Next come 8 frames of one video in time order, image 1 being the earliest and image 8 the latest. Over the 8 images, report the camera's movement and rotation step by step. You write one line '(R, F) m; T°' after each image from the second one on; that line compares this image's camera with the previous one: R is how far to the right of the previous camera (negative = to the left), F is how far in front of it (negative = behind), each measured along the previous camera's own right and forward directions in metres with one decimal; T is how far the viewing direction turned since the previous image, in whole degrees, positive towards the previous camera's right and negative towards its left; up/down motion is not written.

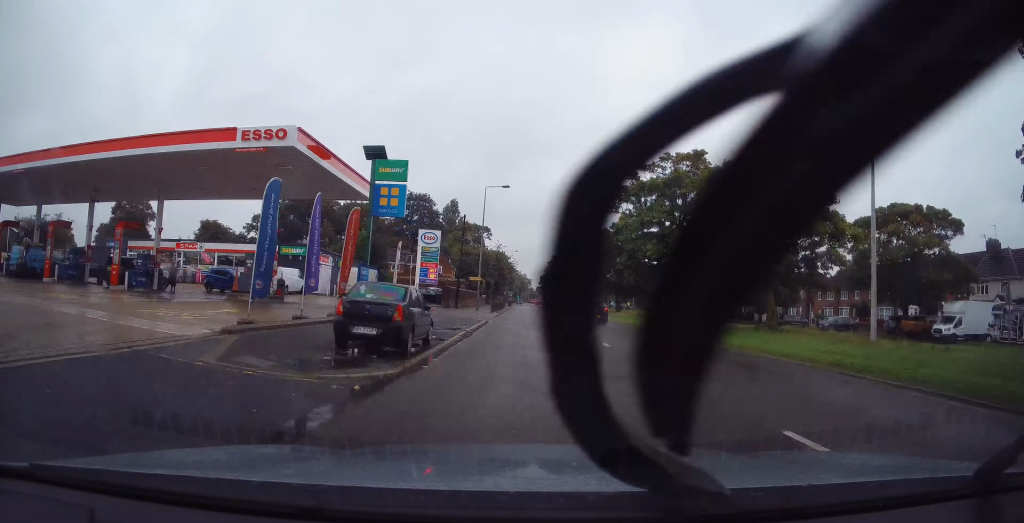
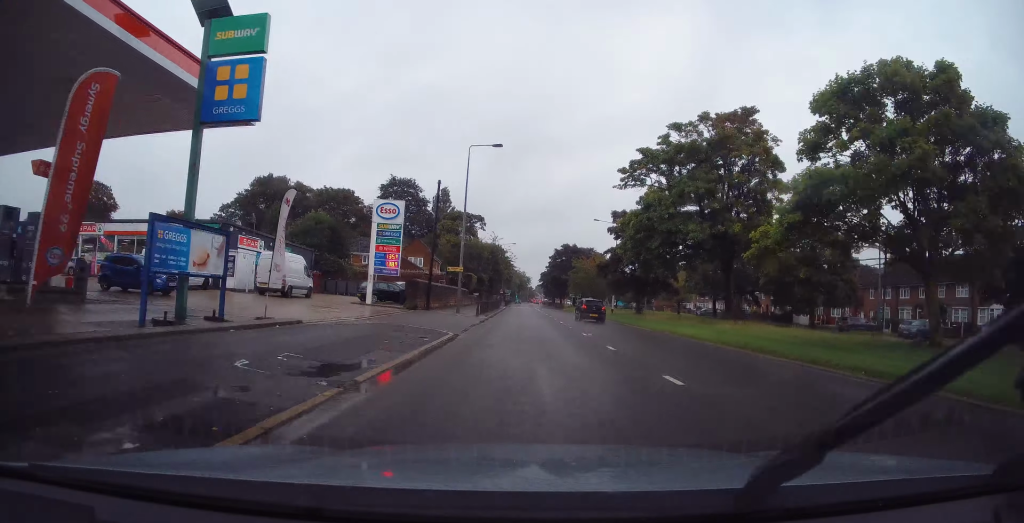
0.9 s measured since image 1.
(-0.3, +13.8) m; +1°
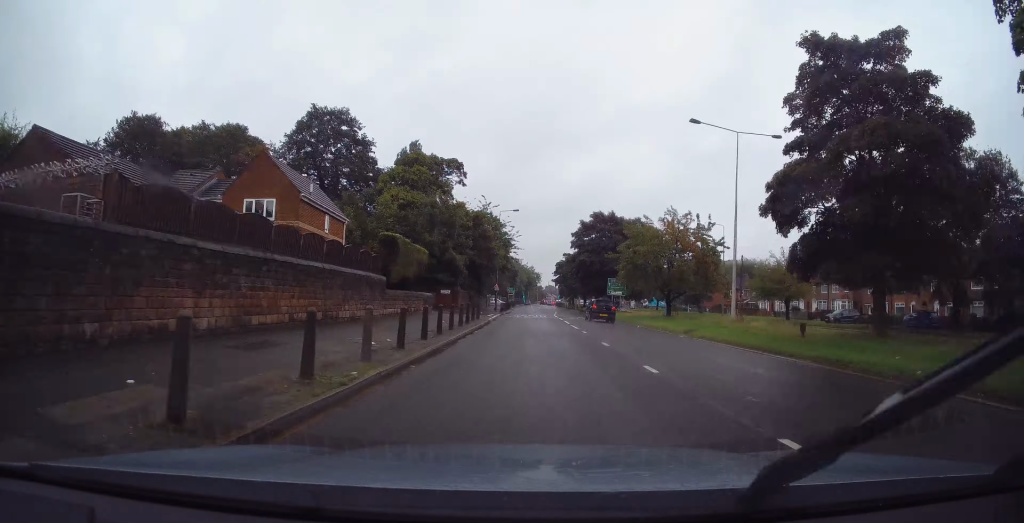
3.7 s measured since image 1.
(-0.6, +40.0) m; -2°
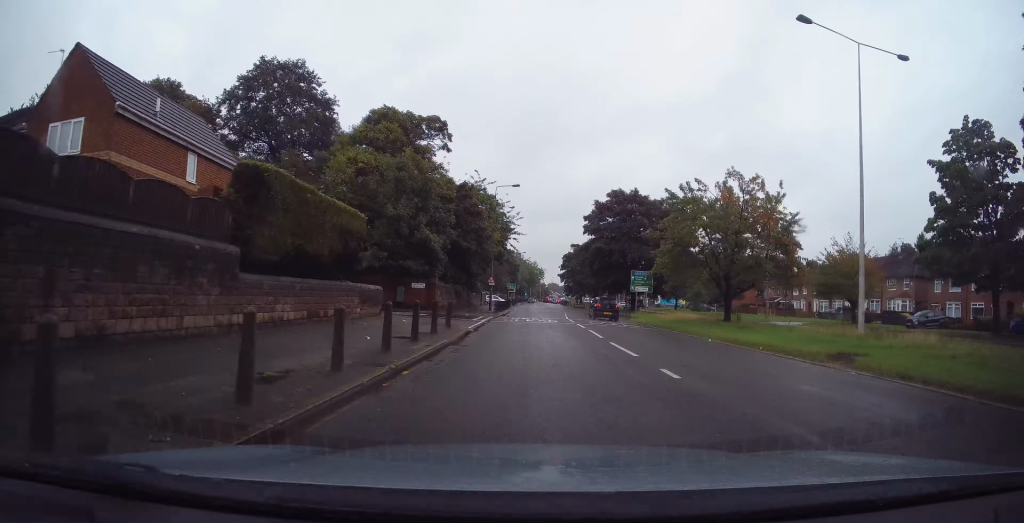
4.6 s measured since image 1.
(0.0, +13.2) m; 0°
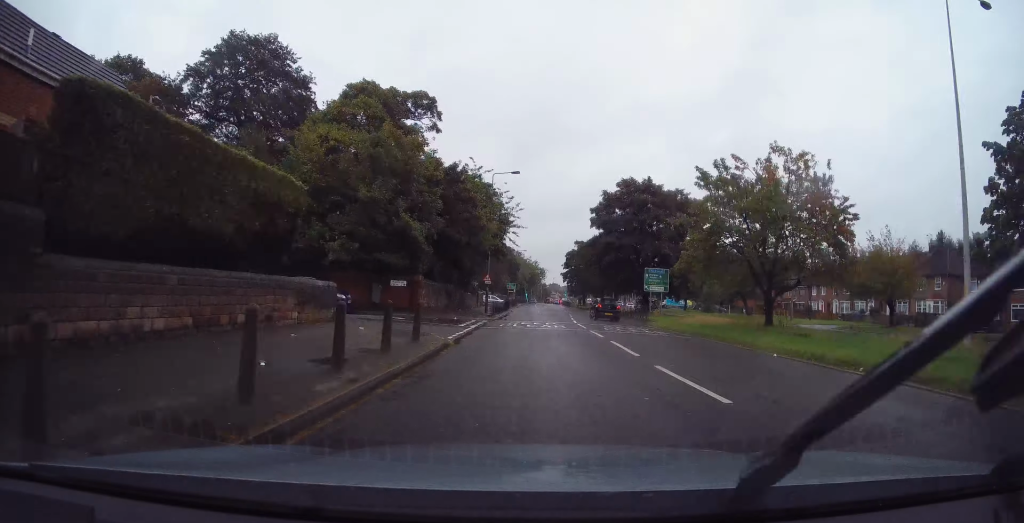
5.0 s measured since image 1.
(0.0, +5.8) m; 0°
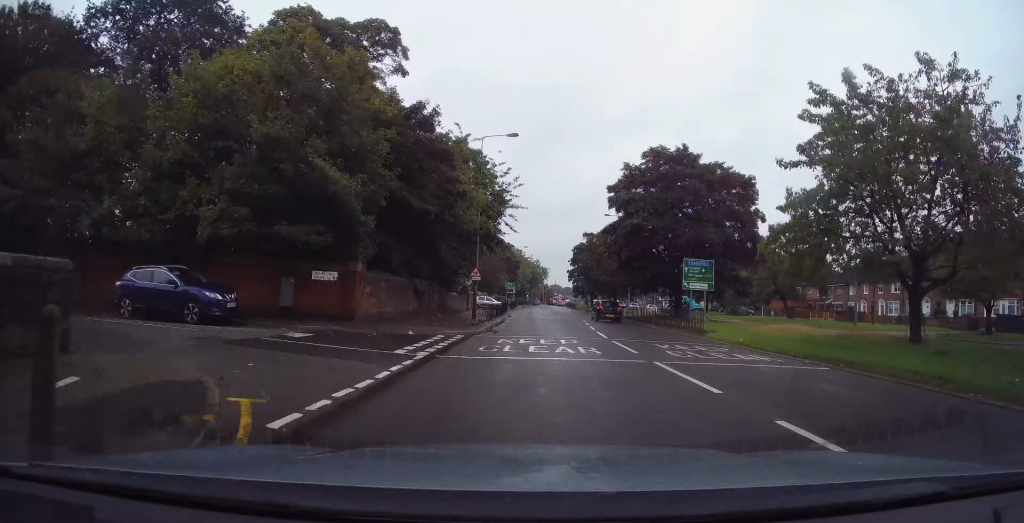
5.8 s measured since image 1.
(0.0, +11.6) m; +1°
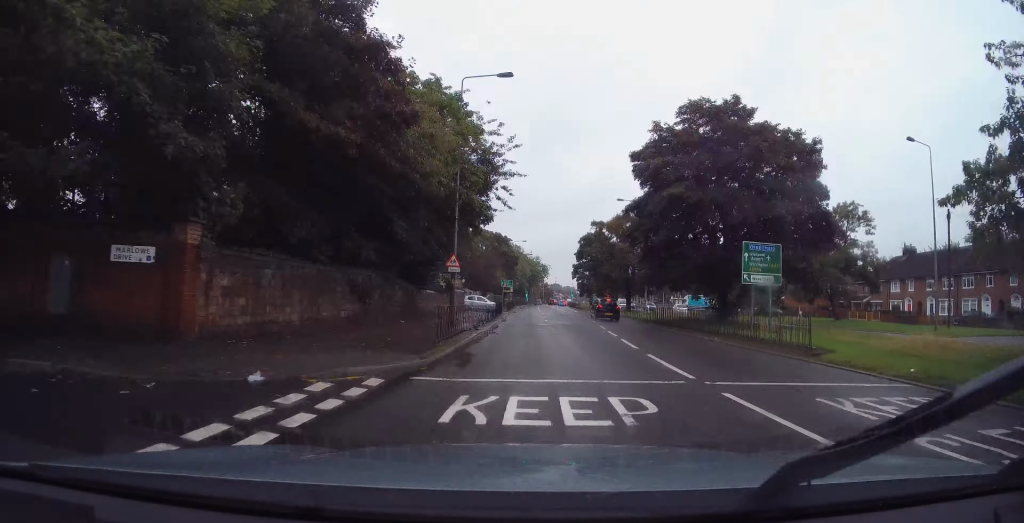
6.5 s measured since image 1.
(+0.1, +10.3) m; 0°
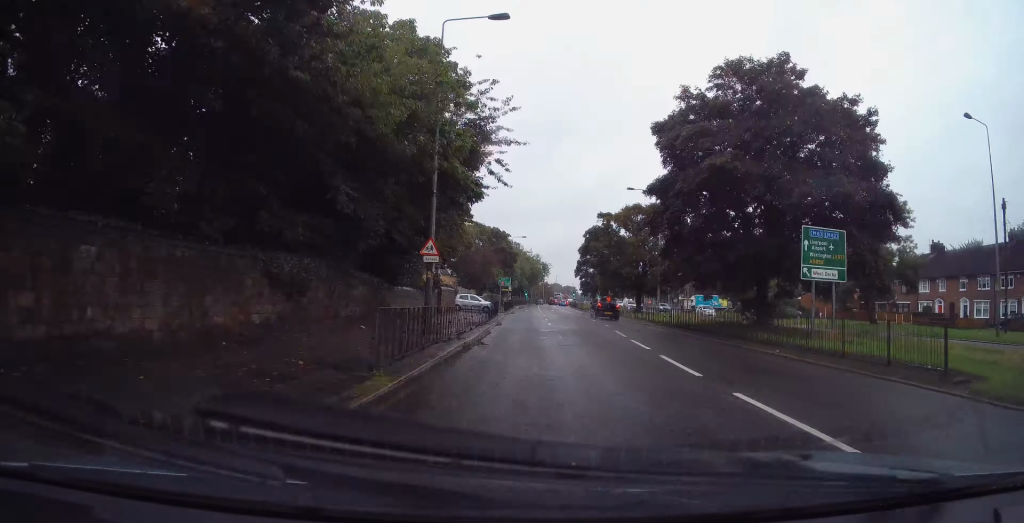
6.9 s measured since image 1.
(+0.1, +6.0) m; 0°
